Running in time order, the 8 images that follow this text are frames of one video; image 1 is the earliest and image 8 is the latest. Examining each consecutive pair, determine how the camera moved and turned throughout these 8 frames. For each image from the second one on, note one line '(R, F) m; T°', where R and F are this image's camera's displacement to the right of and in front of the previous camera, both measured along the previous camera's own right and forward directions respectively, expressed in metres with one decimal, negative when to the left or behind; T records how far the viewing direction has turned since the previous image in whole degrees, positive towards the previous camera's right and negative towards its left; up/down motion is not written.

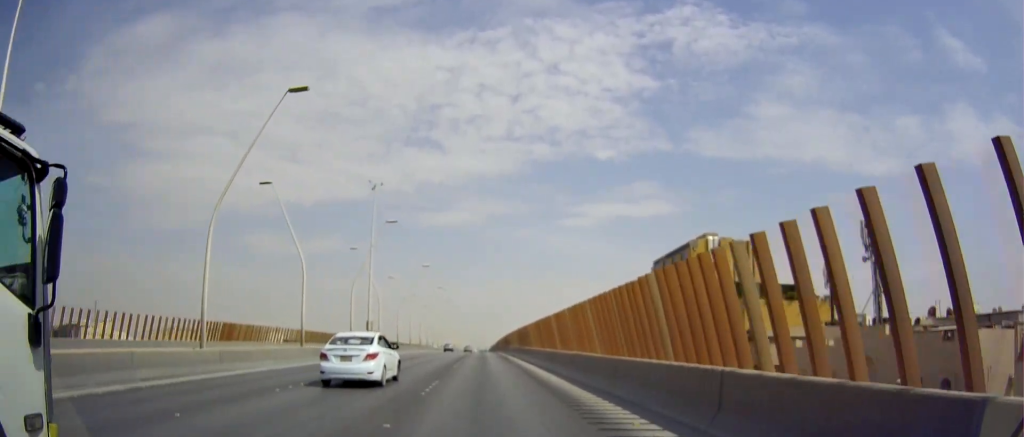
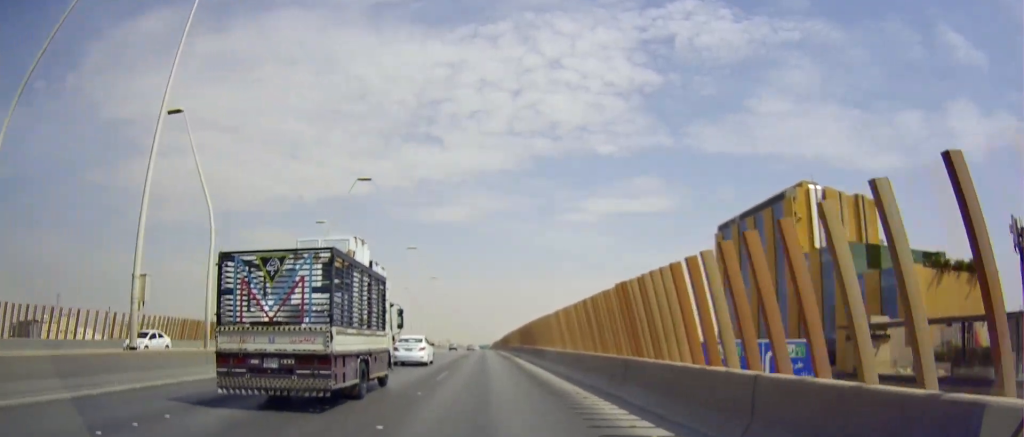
(+0.2, +37.3) m; +2°
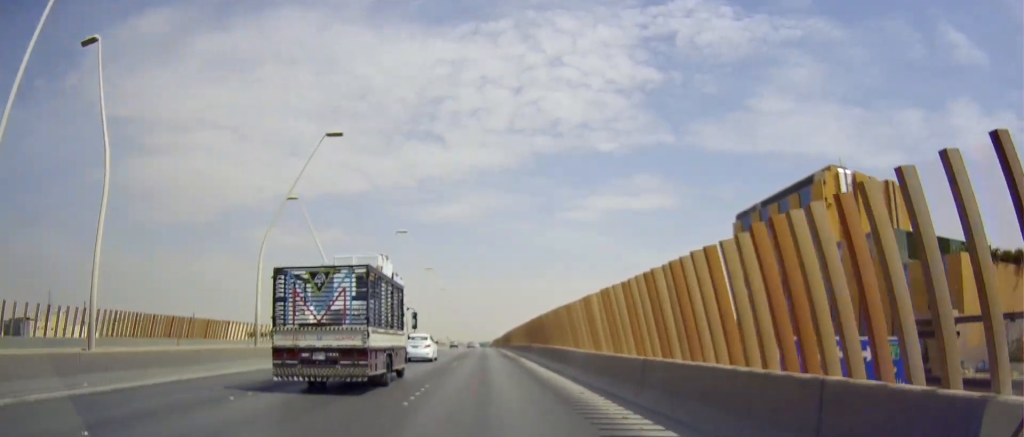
(+0.2, +7.5) m; -1°
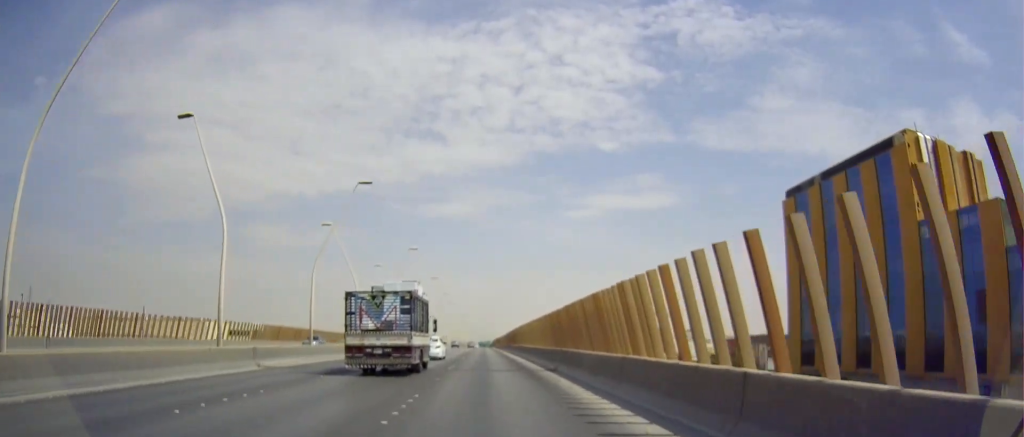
(-0.6, +16.6) m; -2°
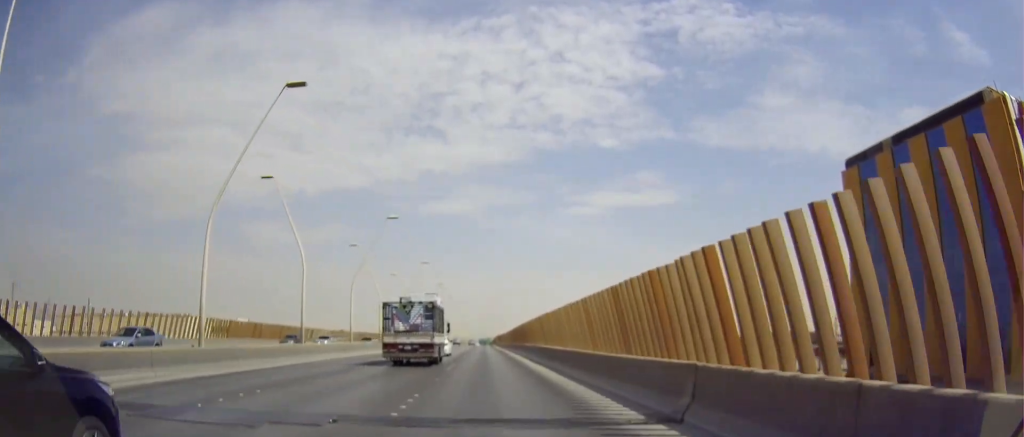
(+0.1, +14.8) m; 0°
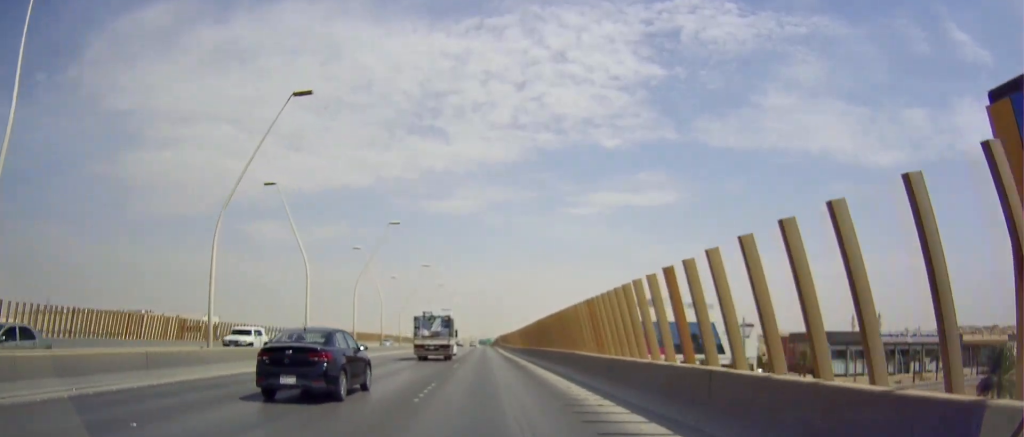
(+0.1, +25.1) m; +1°
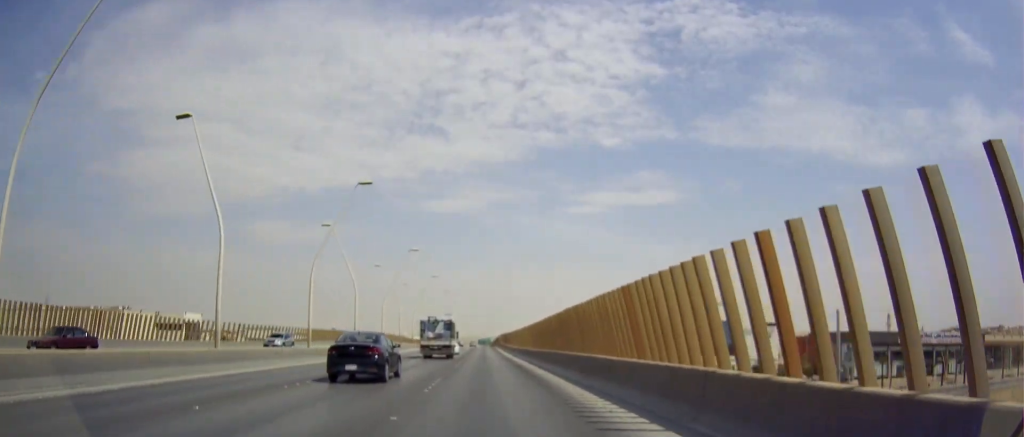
(+0.3, +12.0) m; 0°
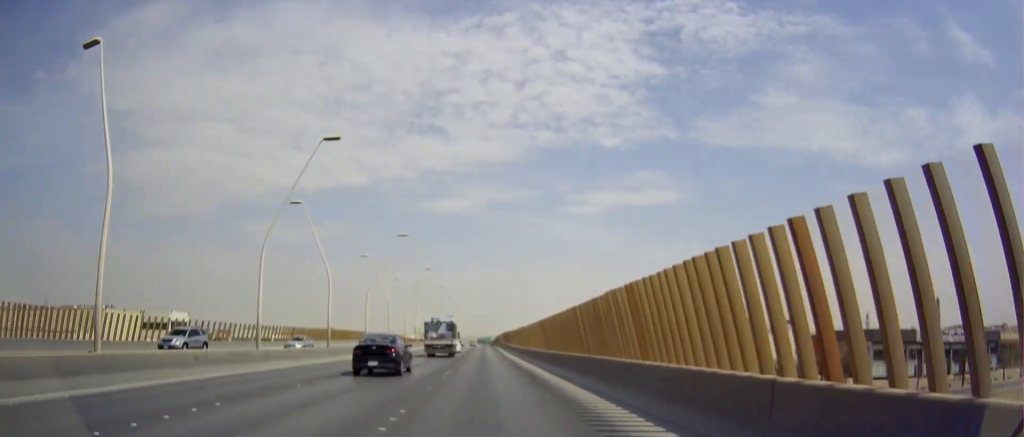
(-0.1, +7.9) m; 0°
